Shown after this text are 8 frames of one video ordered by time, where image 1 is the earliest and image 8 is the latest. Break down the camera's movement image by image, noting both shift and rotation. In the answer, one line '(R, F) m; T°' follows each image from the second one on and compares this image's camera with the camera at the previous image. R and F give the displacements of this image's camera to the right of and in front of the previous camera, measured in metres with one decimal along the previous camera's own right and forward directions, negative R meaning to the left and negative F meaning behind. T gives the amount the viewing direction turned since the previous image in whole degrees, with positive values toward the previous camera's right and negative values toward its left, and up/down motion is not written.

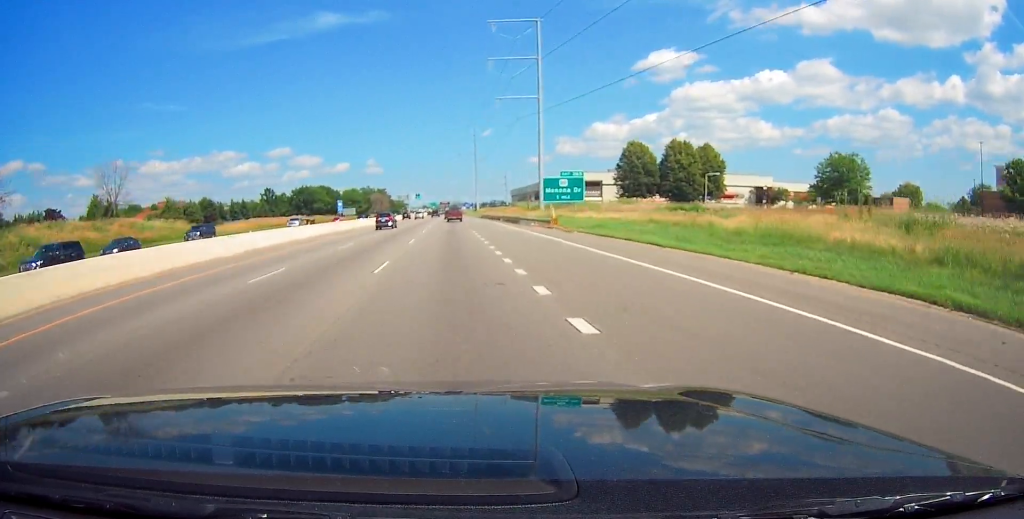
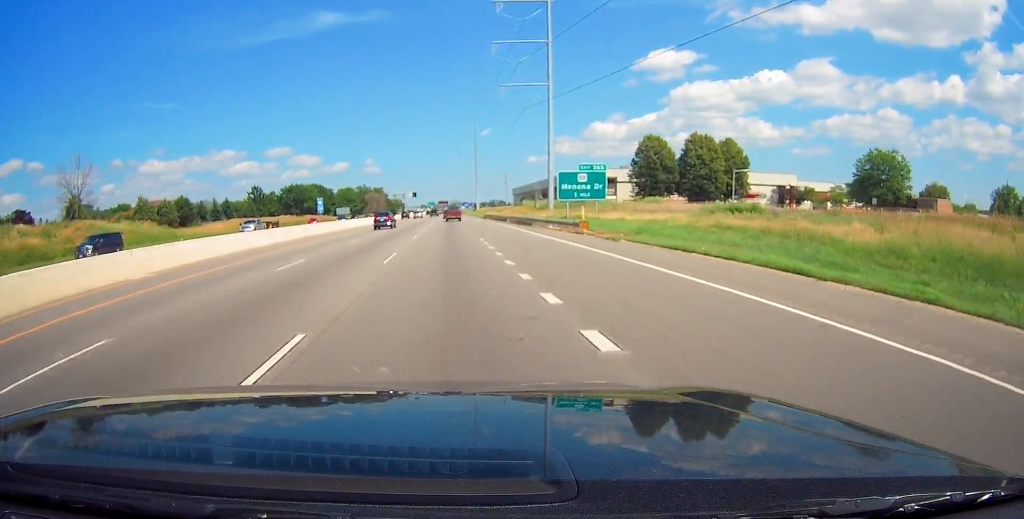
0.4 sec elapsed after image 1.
(-0.1, +11.8) m; 0°
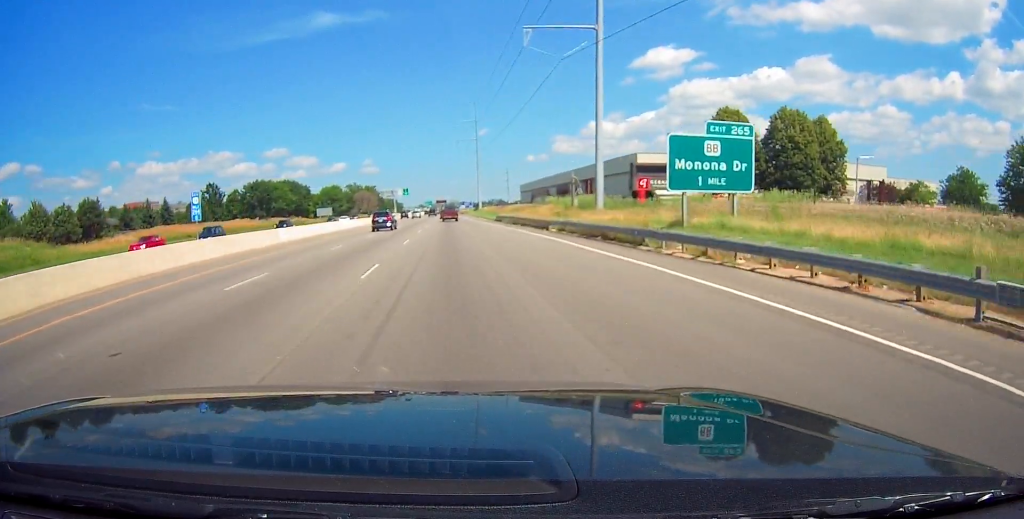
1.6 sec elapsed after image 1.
(-0.1, +34.6) m; 0°
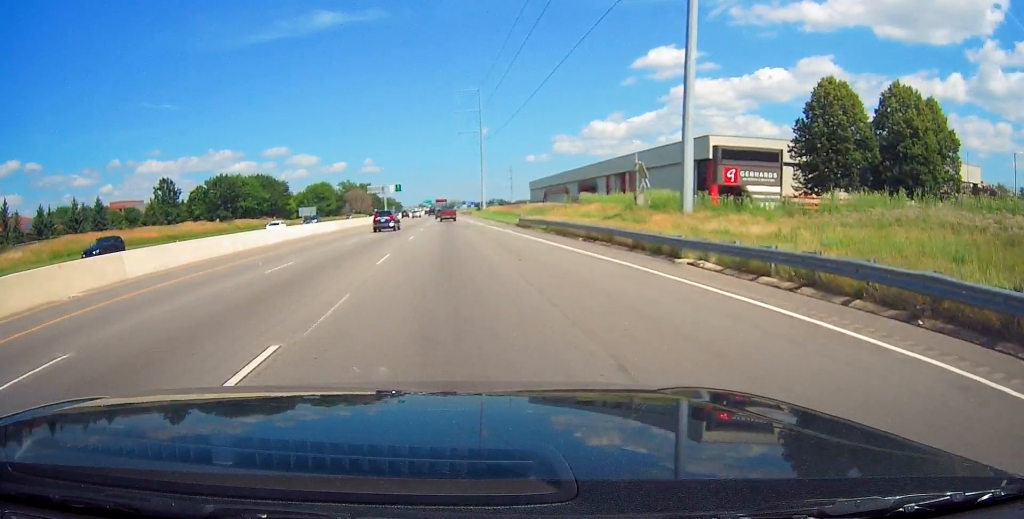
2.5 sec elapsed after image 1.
(0.0, +26.0) m; 0°
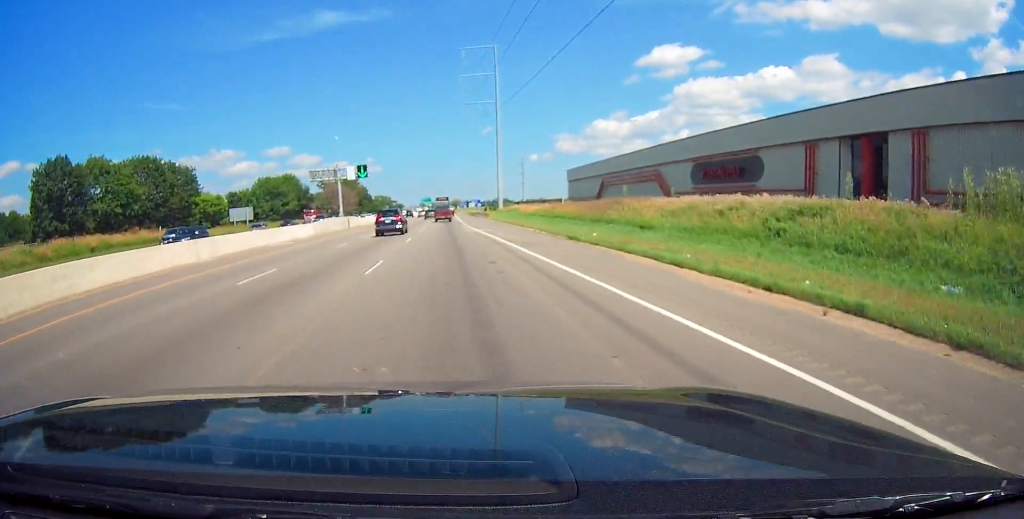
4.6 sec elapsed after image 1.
(-0.1, +62.6) m; -1°
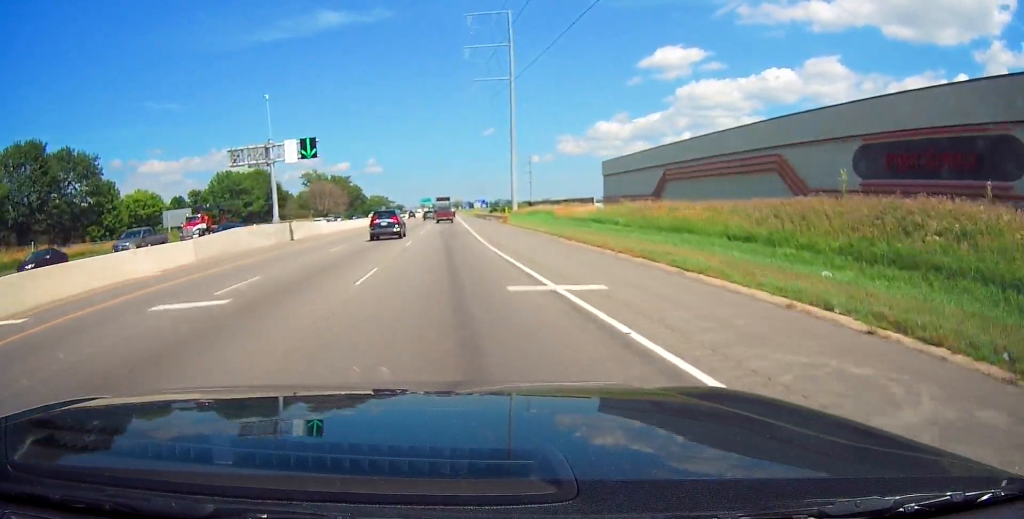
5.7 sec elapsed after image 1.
(-0.4, +32.0) m; 0°
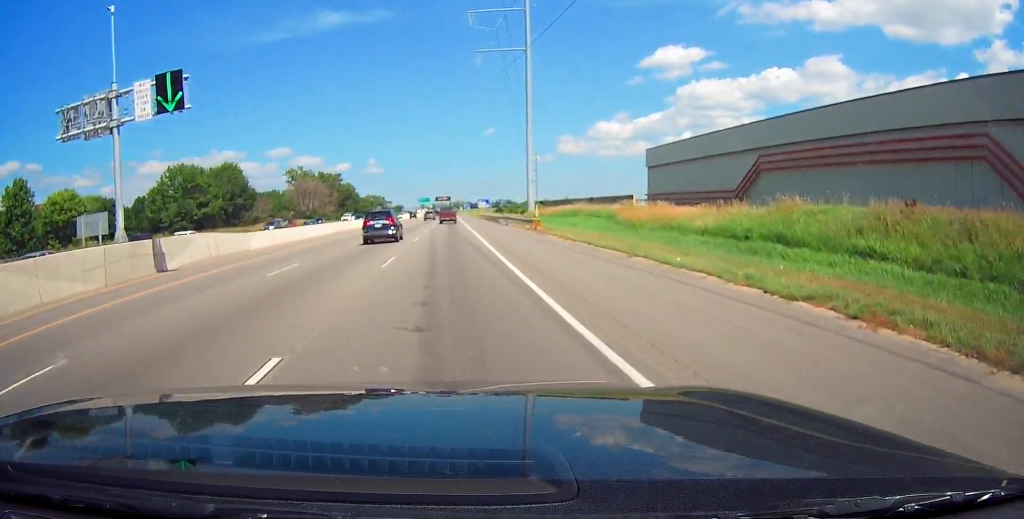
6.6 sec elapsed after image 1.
(+0.4, +25.8) m; +1°
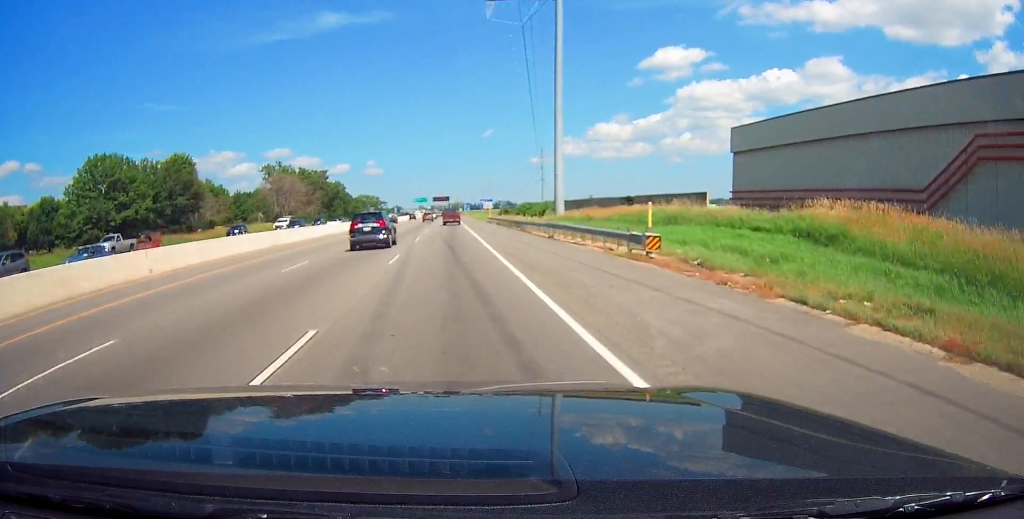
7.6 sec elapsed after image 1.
(0.0, +28.4) m; 0°
